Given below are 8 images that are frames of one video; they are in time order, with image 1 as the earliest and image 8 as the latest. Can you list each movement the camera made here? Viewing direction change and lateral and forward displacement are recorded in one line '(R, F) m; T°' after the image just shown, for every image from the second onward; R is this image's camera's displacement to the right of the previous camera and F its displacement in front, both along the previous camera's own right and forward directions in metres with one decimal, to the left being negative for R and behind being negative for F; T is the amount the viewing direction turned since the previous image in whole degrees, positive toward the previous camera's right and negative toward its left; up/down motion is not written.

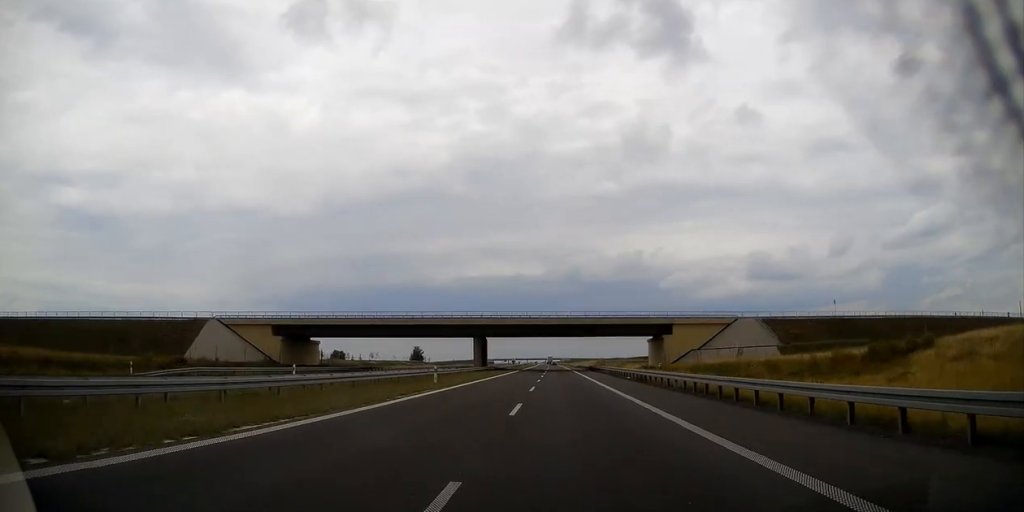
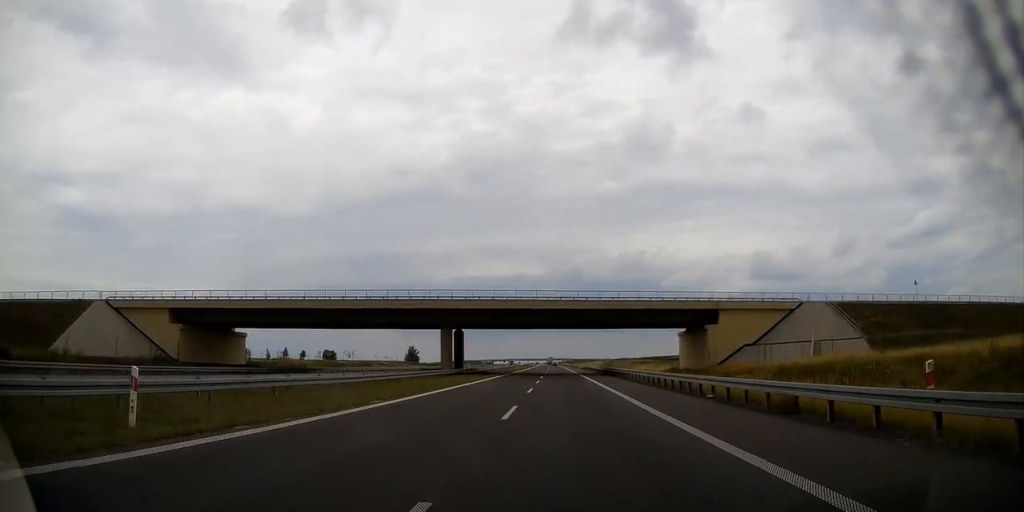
(-0.1, +25.2) m; 0°
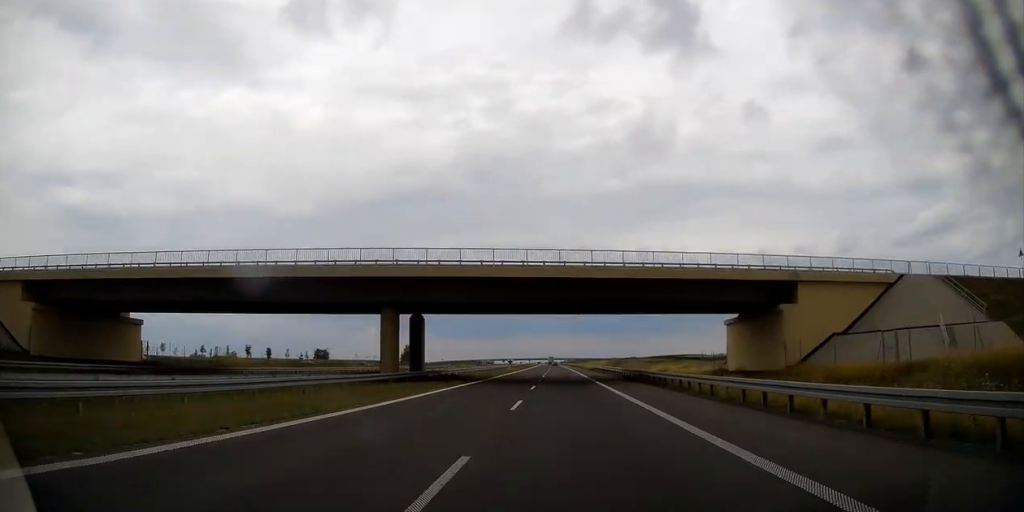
(-0.1, +21.6) m; 0°
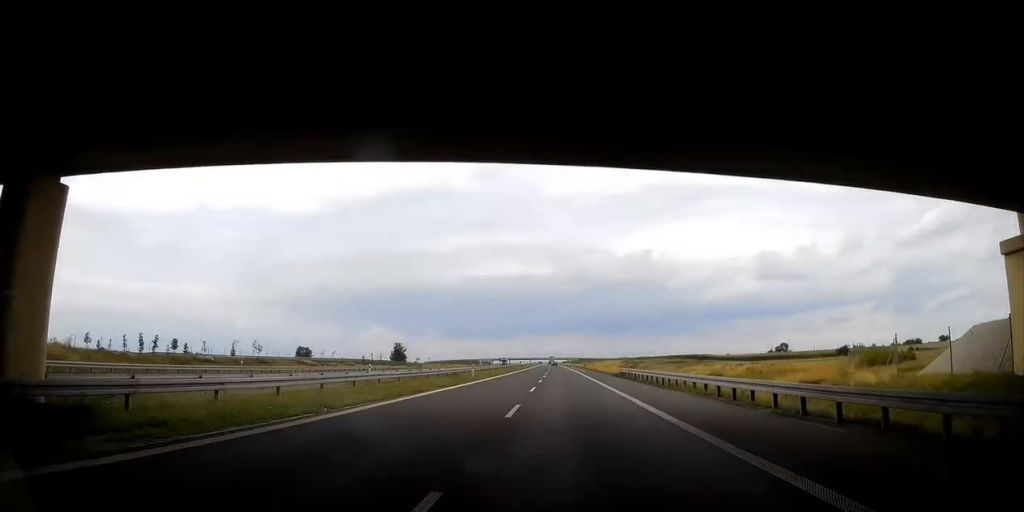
(+0.1, +38.5) m; 0°
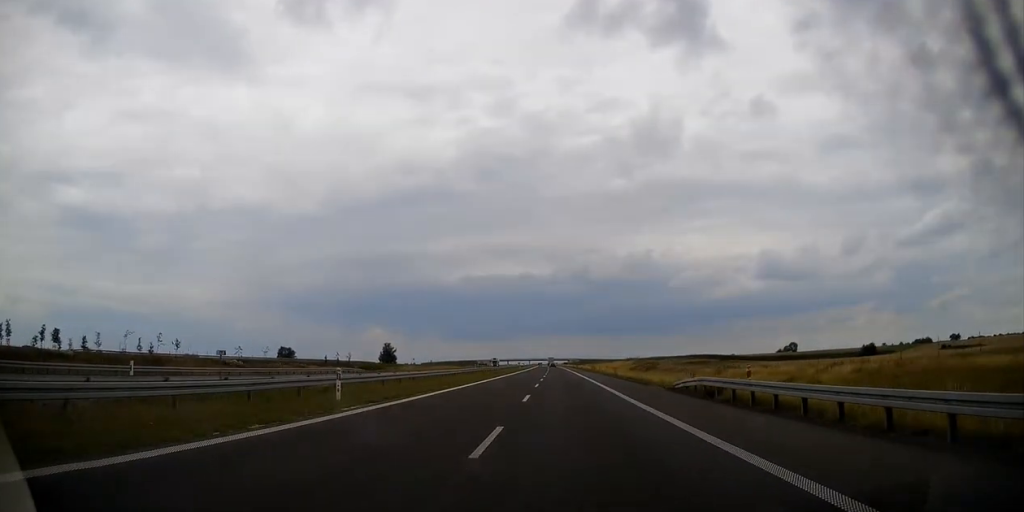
(-0.3, +30.1) m; 0°
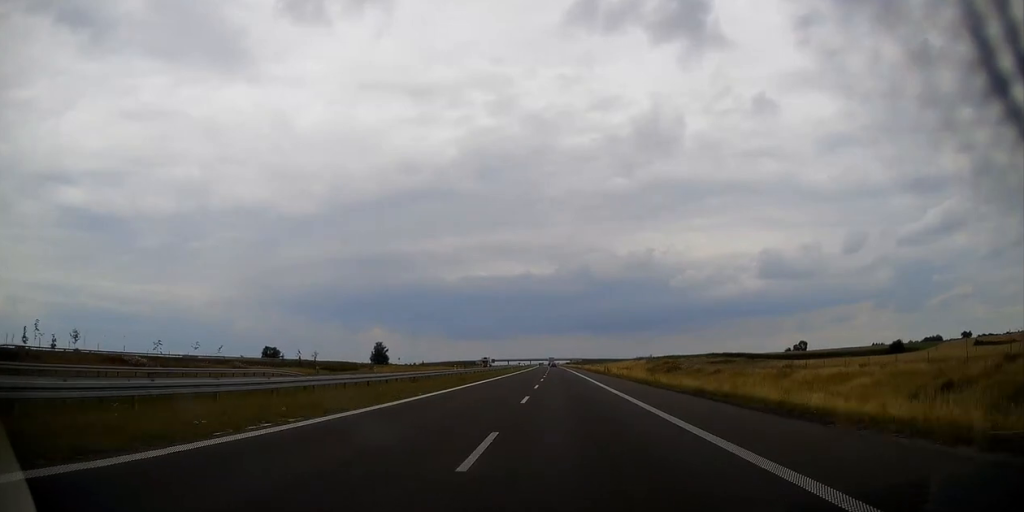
(+0.1, +25.3) m; 0°
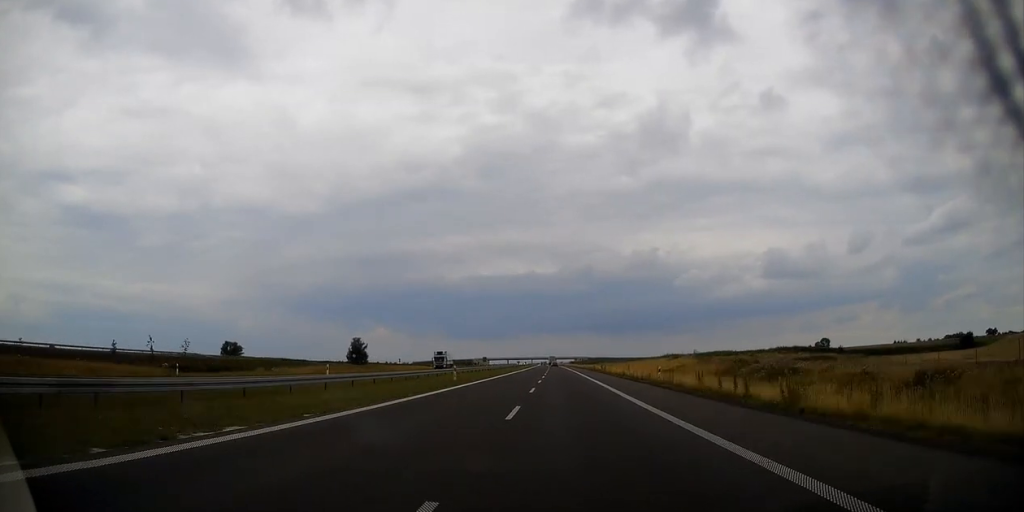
(0.0, +54.0) m; 0°
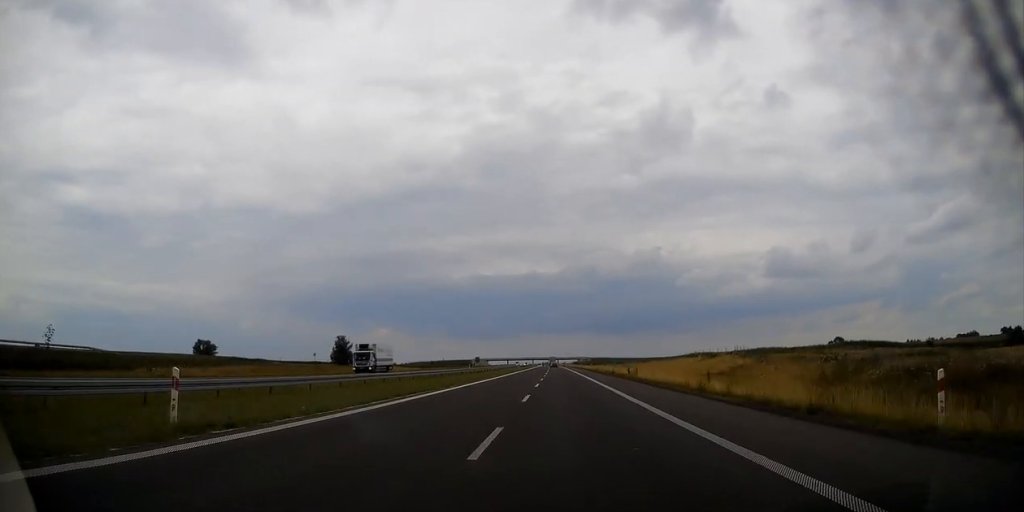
(-0.2, +30.0) m; 0°
